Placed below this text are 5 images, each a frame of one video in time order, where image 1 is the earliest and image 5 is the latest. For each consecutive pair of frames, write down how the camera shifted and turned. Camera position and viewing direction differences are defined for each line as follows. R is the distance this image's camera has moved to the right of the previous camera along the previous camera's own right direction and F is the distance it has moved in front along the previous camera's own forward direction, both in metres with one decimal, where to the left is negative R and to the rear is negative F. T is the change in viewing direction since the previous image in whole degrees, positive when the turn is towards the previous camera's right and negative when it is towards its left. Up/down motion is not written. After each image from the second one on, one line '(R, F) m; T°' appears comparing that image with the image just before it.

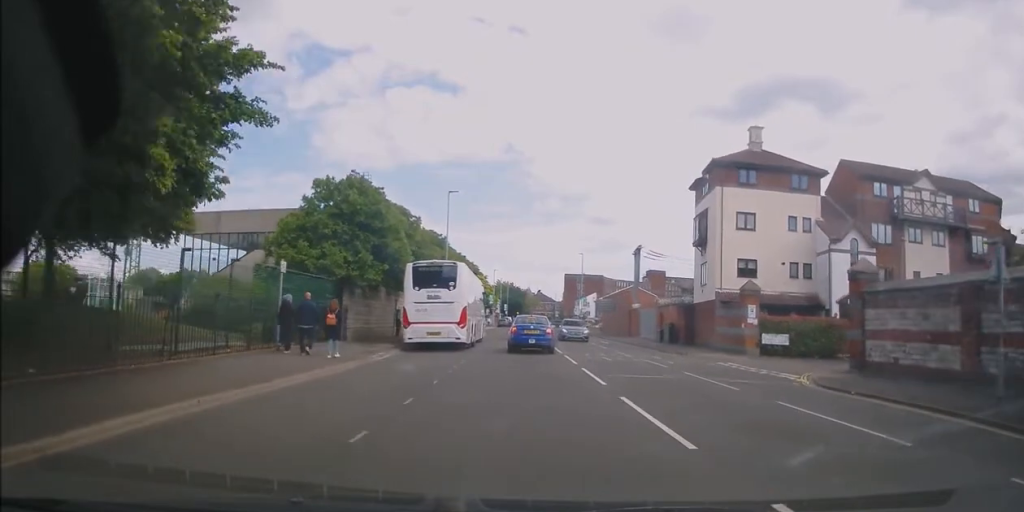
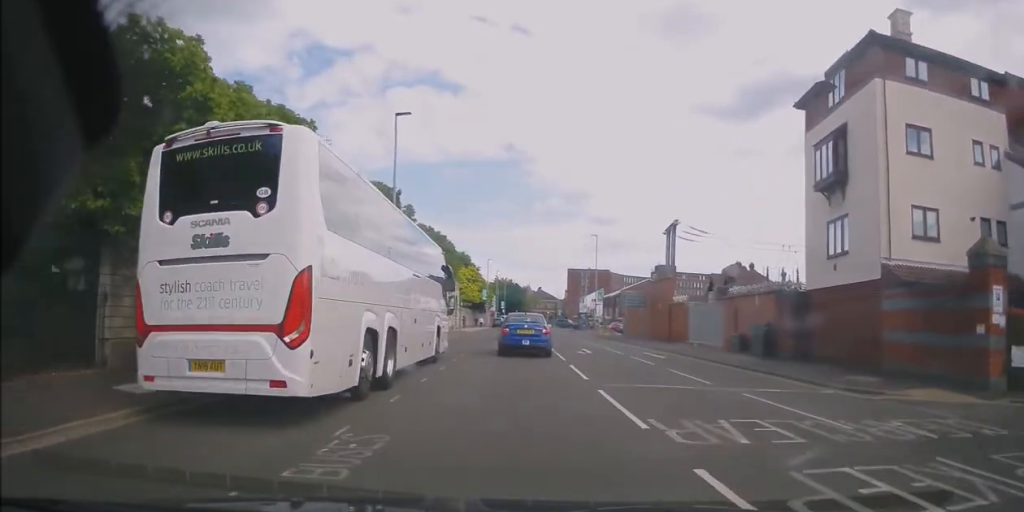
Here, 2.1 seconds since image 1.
(-0.3, +17.6) m; -1°
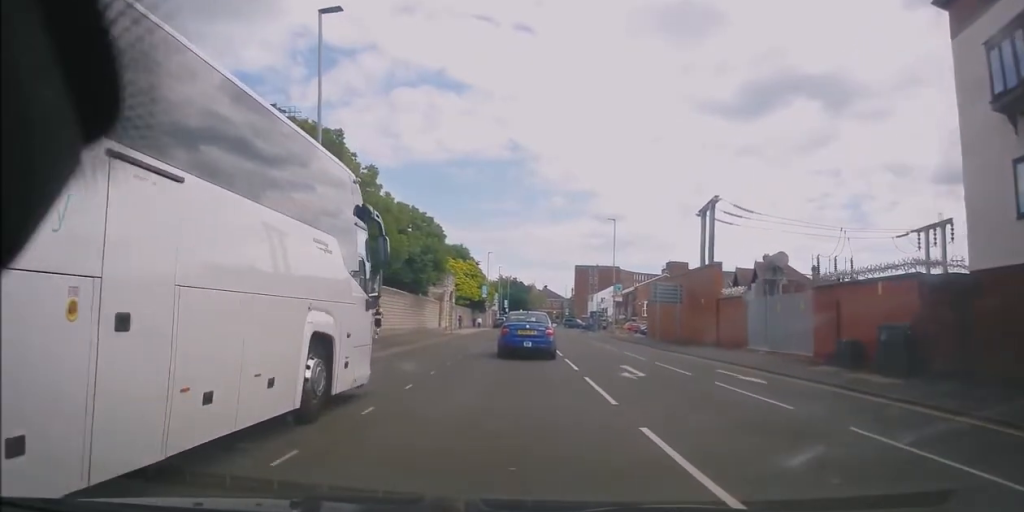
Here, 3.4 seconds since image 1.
(-0.2, +10.4) m; +1°
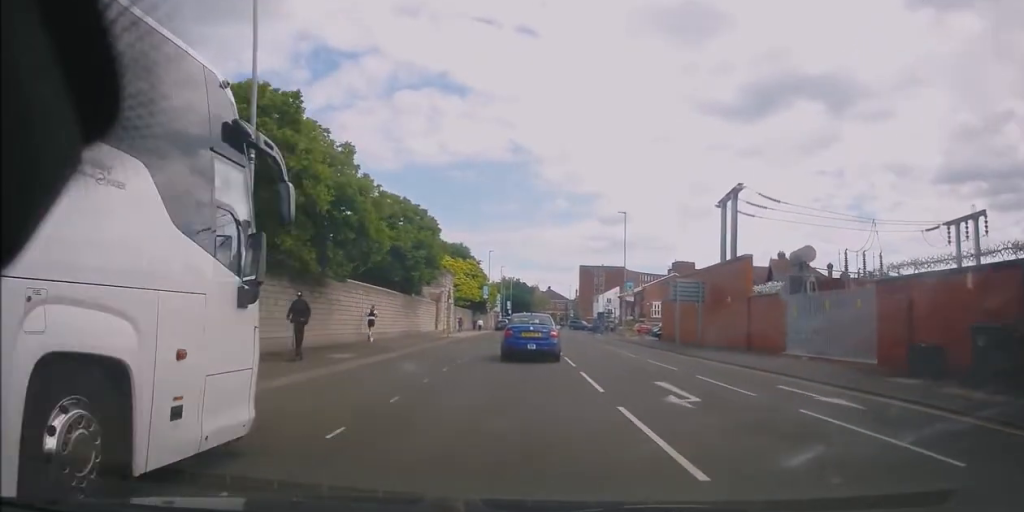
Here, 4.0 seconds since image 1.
(+0.1, +4.4) m; +1°
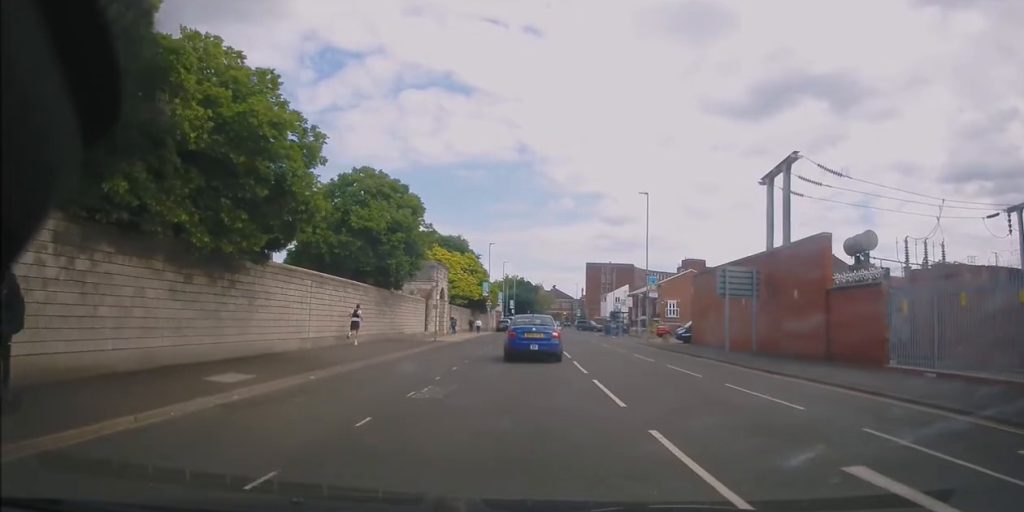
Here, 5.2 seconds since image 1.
(+0.2, +8.2) m; -1°
